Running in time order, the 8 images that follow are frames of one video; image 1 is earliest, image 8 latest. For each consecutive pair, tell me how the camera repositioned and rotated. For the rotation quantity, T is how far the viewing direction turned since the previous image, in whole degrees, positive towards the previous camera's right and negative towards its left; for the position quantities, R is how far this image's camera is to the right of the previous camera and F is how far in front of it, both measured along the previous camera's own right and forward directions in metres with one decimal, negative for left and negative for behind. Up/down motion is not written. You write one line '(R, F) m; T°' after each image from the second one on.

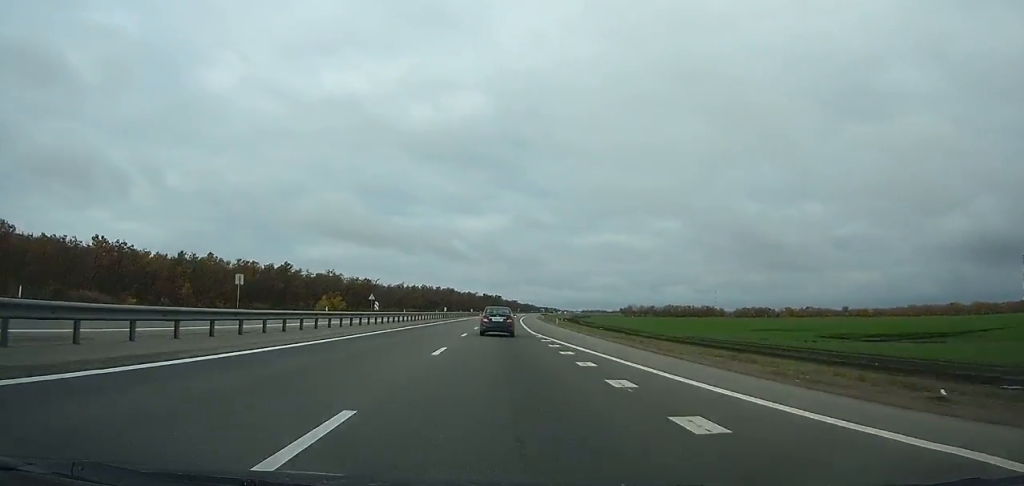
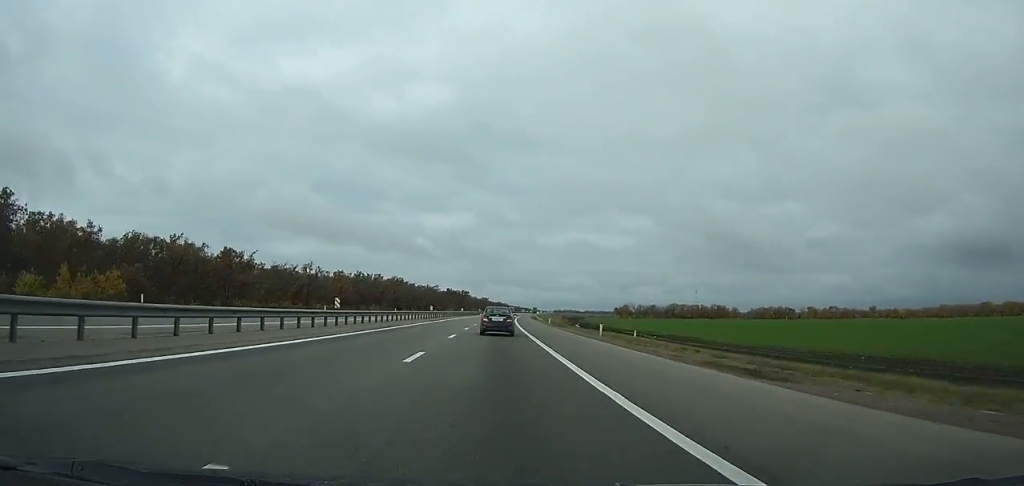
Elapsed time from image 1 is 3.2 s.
(+1.9, +89.4) m; +3°
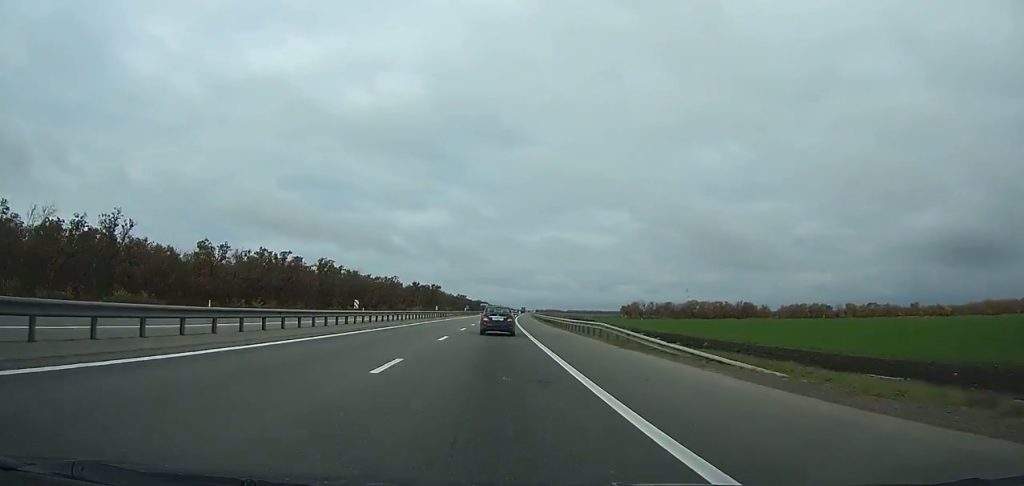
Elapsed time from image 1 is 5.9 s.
(+1.7, +74.4) m; +2°
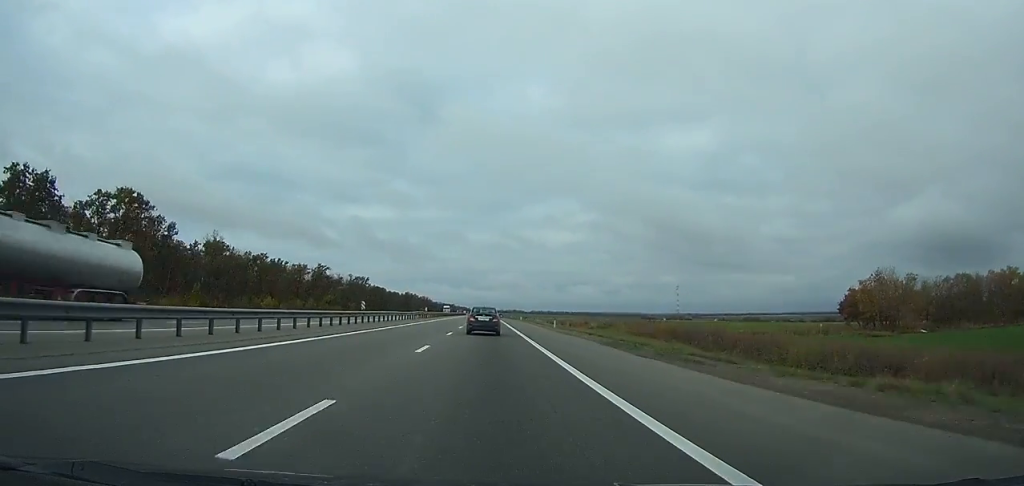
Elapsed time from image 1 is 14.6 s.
(+9.8, +235.7) m; +4°
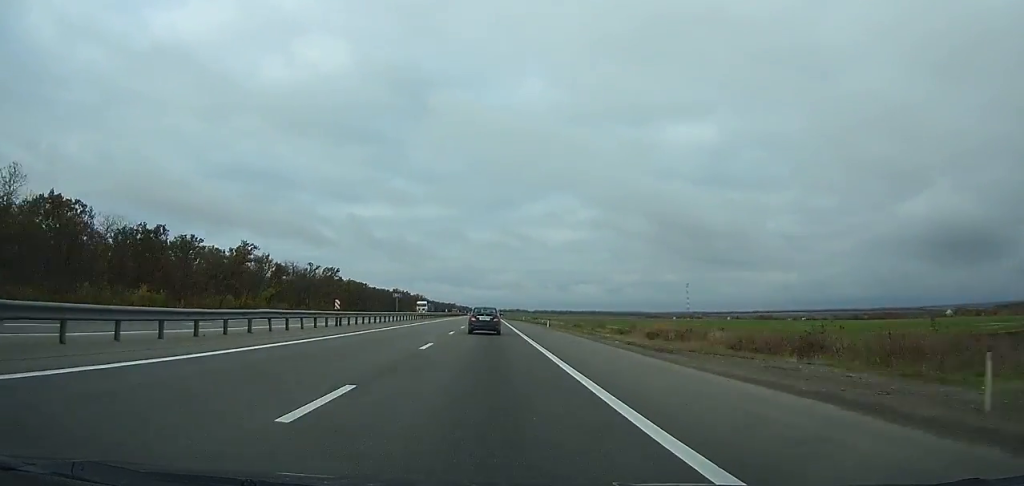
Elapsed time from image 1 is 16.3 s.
(+0.1, +45.8) m; 0°
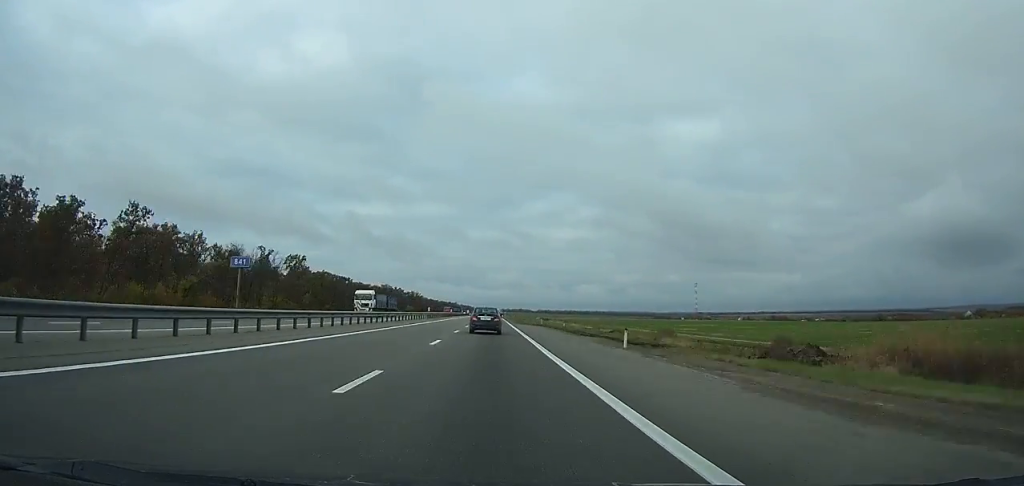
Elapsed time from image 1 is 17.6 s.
(0.0, +35.0) m; 0°
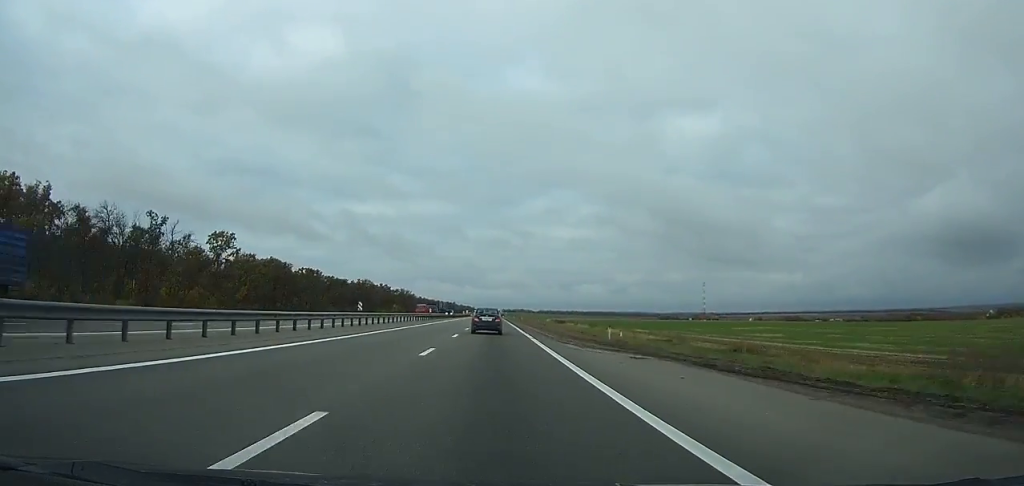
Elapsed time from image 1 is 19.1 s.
(0.0, +40.4) m; 0°
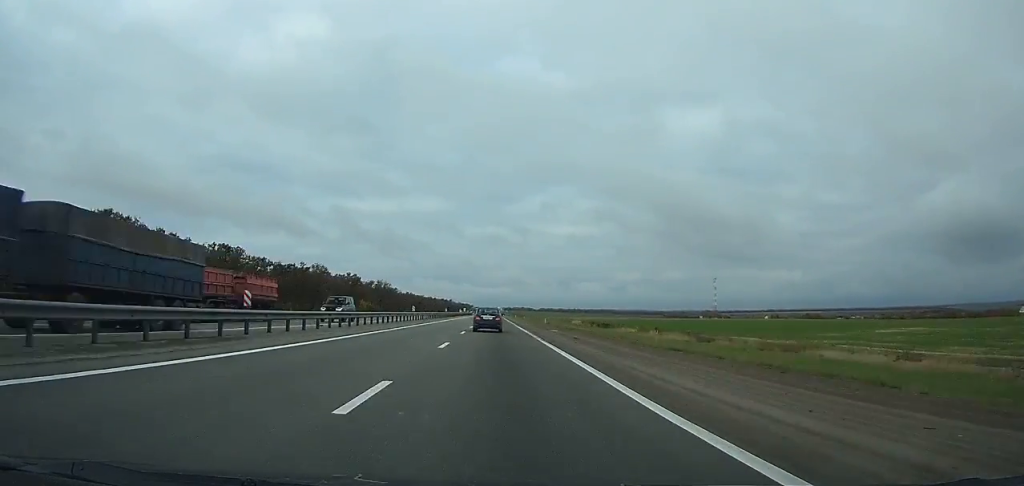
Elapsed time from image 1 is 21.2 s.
(-0.2, +56.4) m; 0°
